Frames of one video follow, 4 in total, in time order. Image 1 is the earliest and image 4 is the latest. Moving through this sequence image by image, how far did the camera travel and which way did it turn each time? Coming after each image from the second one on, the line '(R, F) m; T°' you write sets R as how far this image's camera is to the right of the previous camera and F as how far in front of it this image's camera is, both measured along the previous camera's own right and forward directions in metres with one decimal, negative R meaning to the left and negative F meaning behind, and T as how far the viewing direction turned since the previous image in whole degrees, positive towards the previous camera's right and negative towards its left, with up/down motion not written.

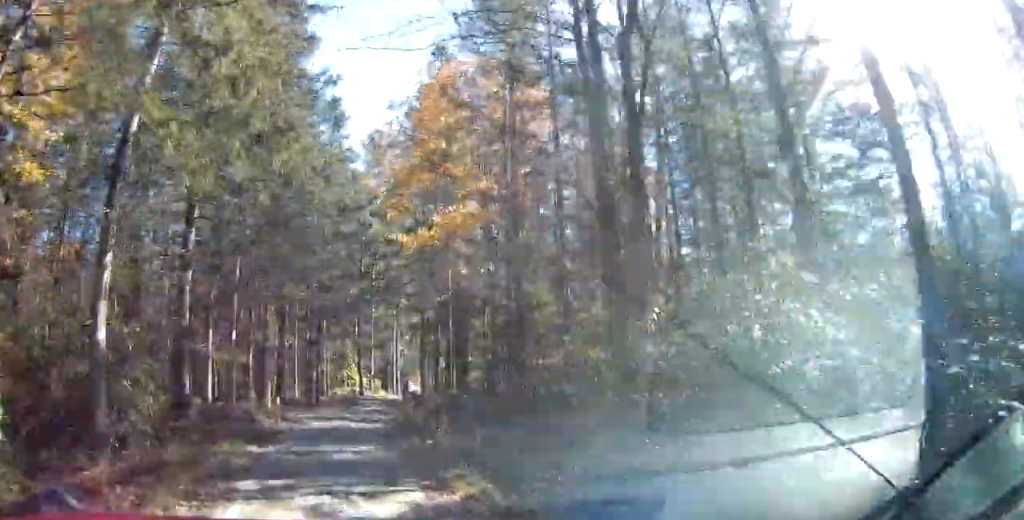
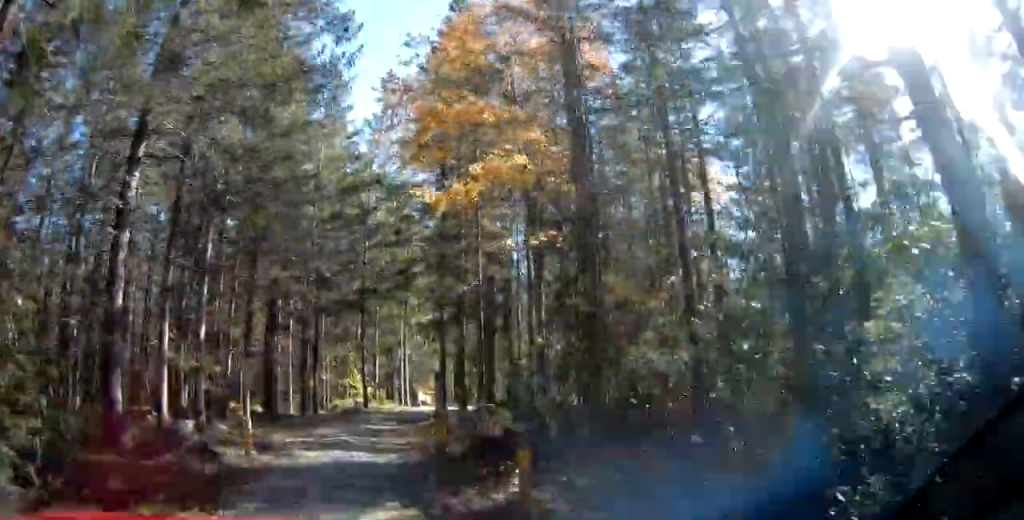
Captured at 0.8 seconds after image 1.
(0.0, +3.7) m; 0°
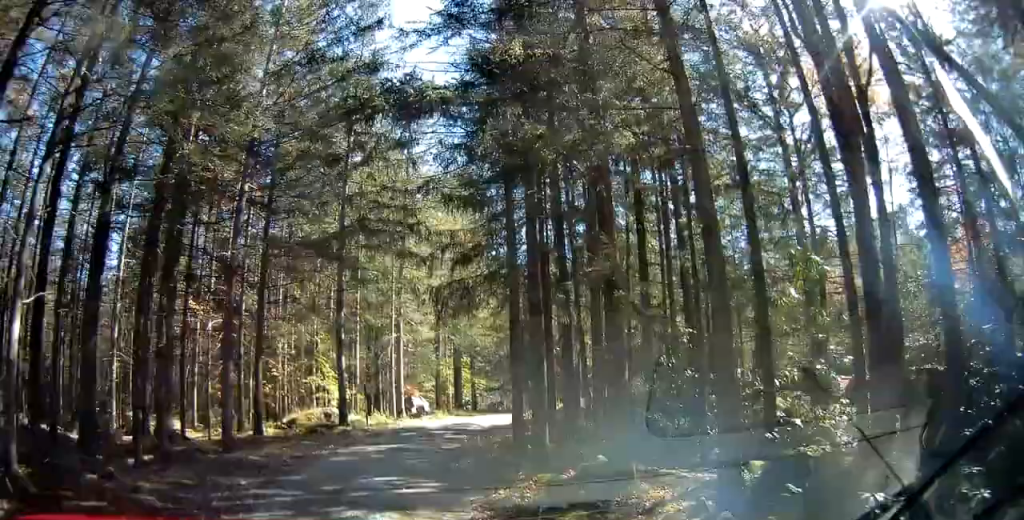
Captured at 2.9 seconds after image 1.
(+0.2, +14.8) m; +4°
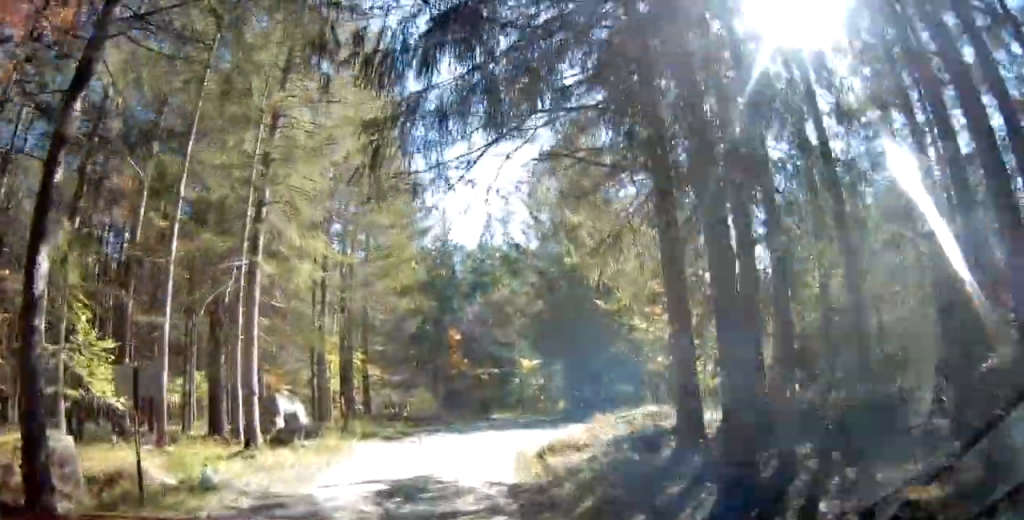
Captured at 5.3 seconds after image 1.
(+2.0, +17.4) m; +16°
